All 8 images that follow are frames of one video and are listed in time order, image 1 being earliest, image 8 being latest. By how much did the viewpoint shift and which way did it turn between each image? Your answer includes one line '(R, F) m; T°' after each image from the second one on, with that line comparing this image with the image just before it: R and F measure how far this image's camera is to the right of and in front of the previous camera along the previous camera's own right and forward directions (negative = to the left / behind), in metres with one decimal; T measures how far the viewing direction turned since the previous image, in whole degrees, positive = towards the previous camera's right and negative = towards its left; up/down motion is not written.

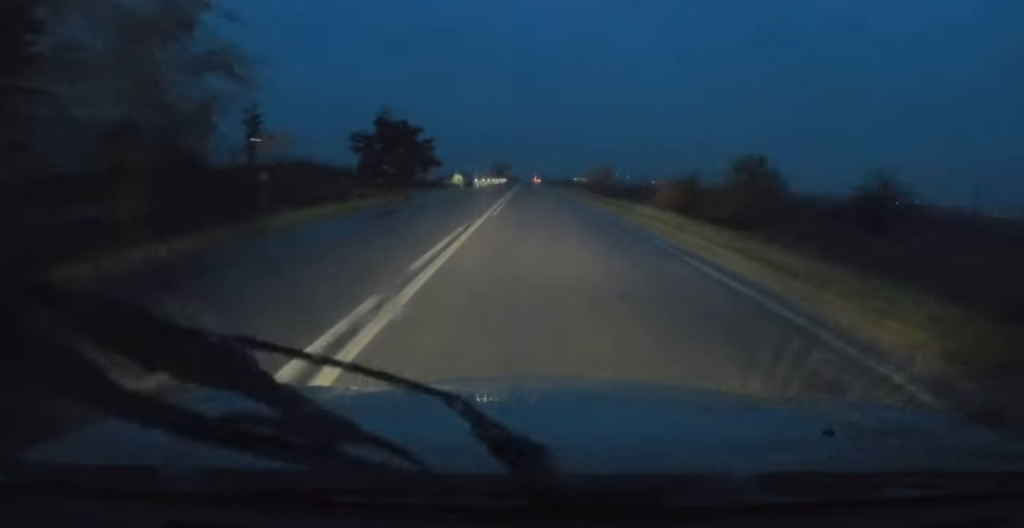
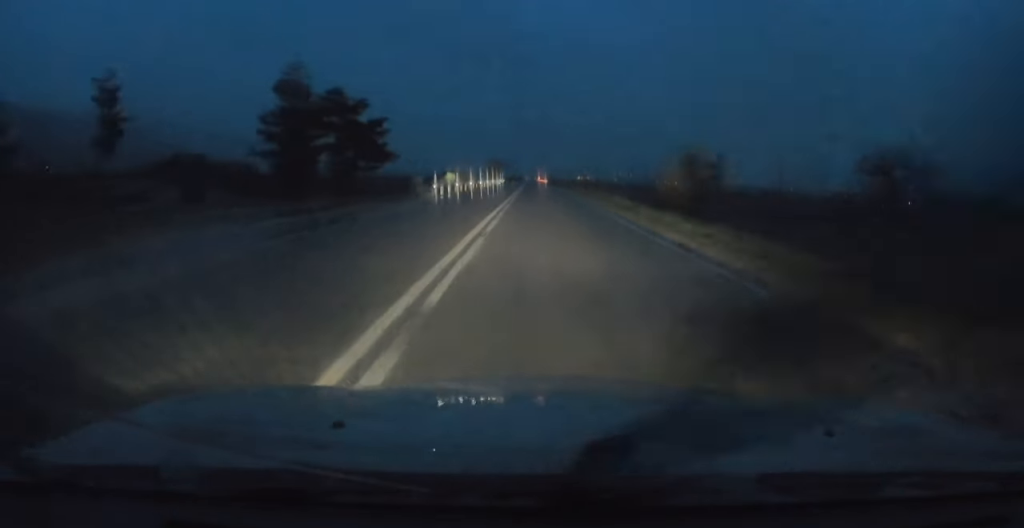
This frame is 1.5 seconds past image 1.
(+0.5, +35.5) m; +1°
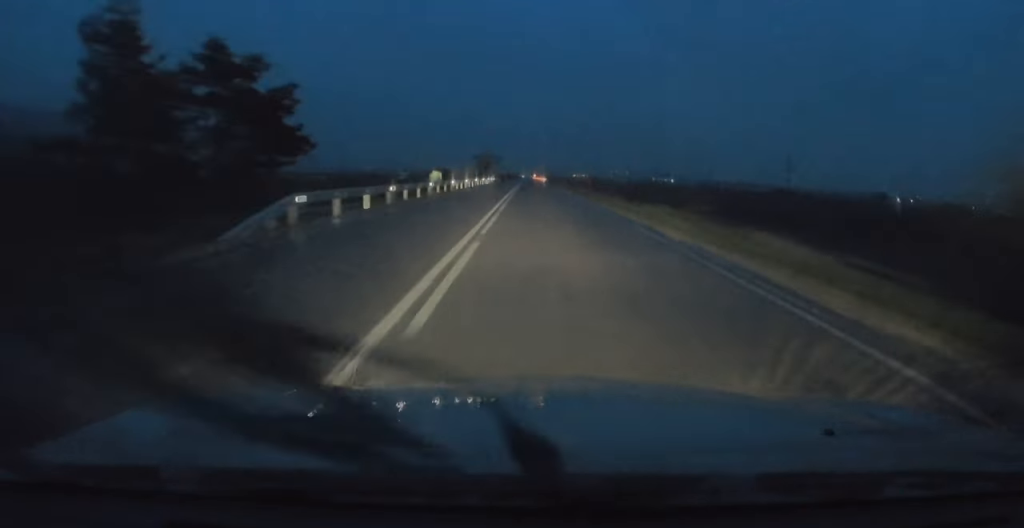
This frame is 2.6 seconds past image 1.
(-0.1, +24.1) m; 0°
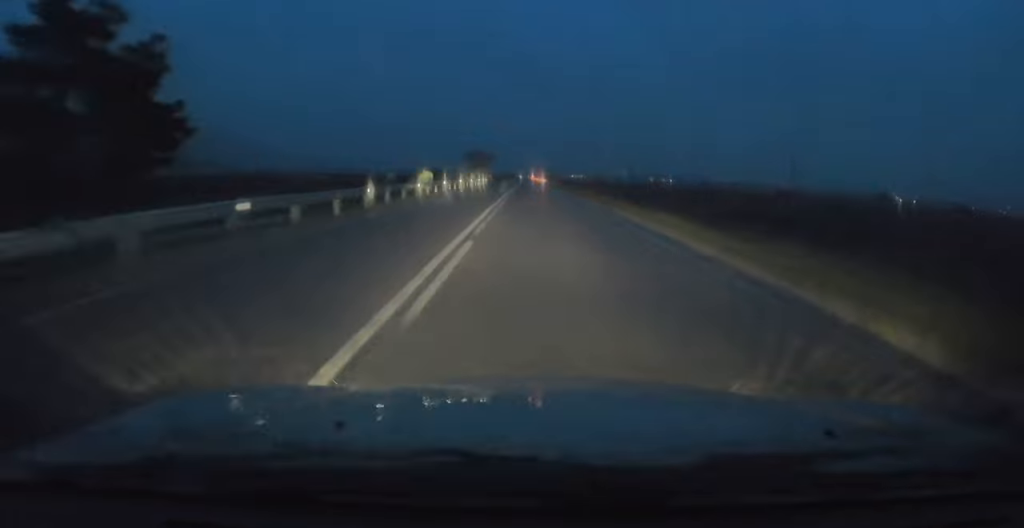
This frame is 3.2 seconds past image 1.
(0.0, +15.6) m; 0°
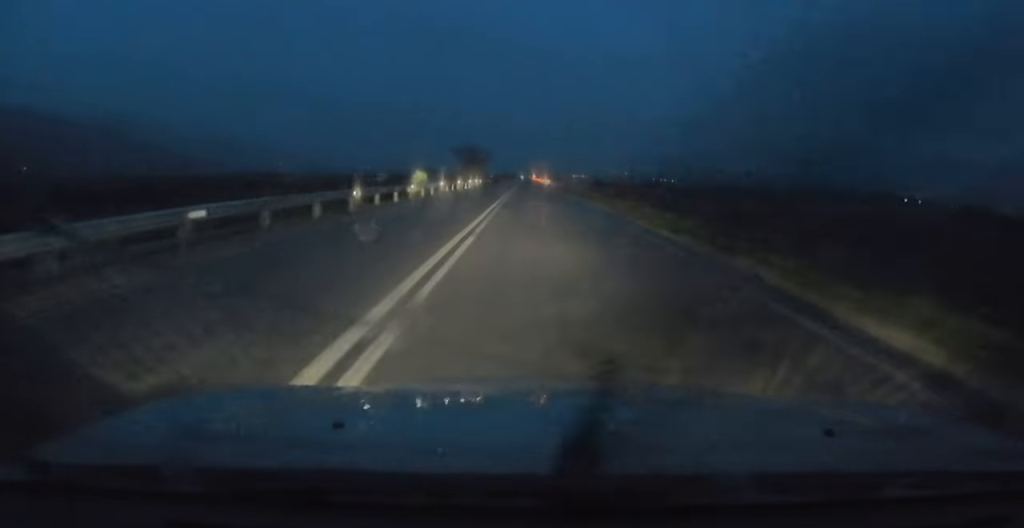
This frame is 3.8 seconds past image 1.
(0.0, +14.1) m; 0°
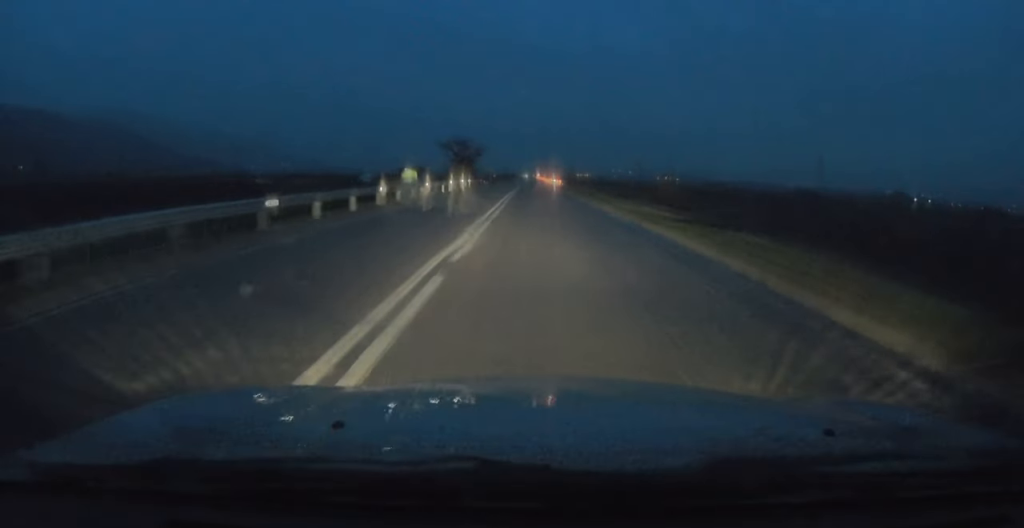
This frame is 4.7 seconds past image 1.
(0.0, +20.4) m; 0°
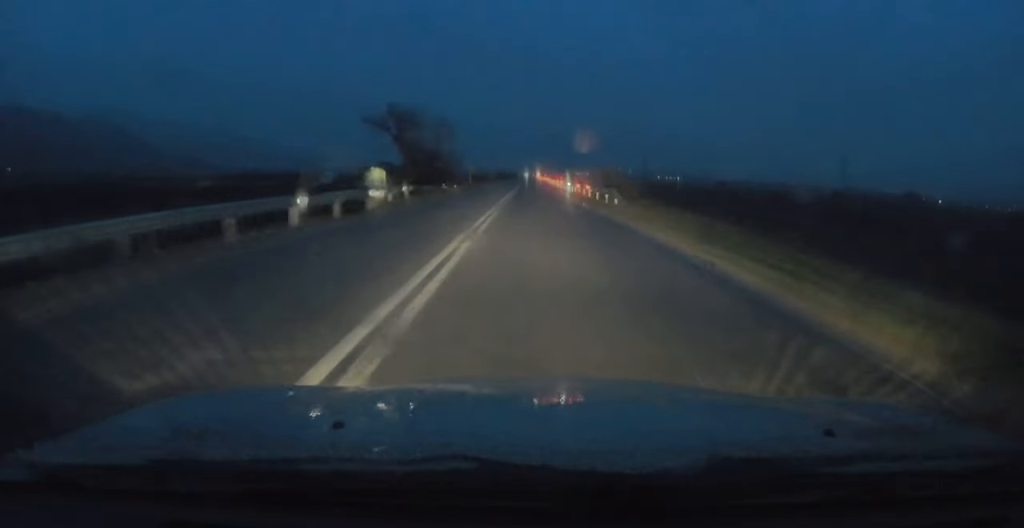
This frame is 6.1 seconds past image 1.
(+0.2, +34.0) m; 0°
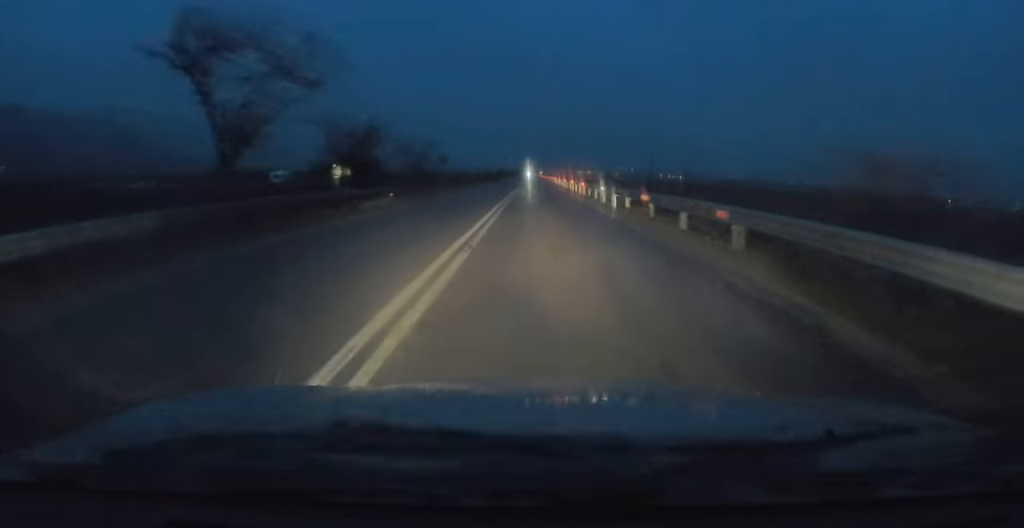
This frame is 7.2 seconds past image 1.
(-0.3, +25.3) m; 0°
